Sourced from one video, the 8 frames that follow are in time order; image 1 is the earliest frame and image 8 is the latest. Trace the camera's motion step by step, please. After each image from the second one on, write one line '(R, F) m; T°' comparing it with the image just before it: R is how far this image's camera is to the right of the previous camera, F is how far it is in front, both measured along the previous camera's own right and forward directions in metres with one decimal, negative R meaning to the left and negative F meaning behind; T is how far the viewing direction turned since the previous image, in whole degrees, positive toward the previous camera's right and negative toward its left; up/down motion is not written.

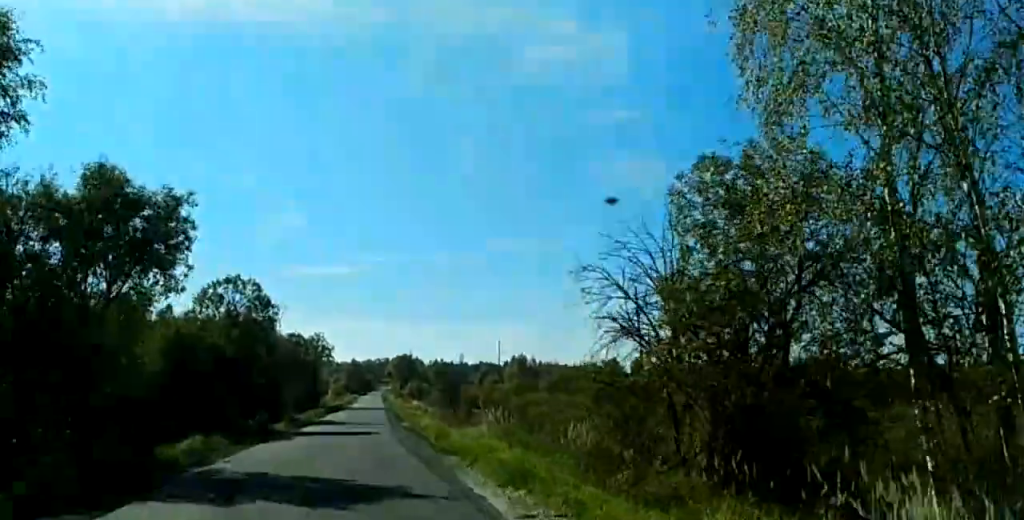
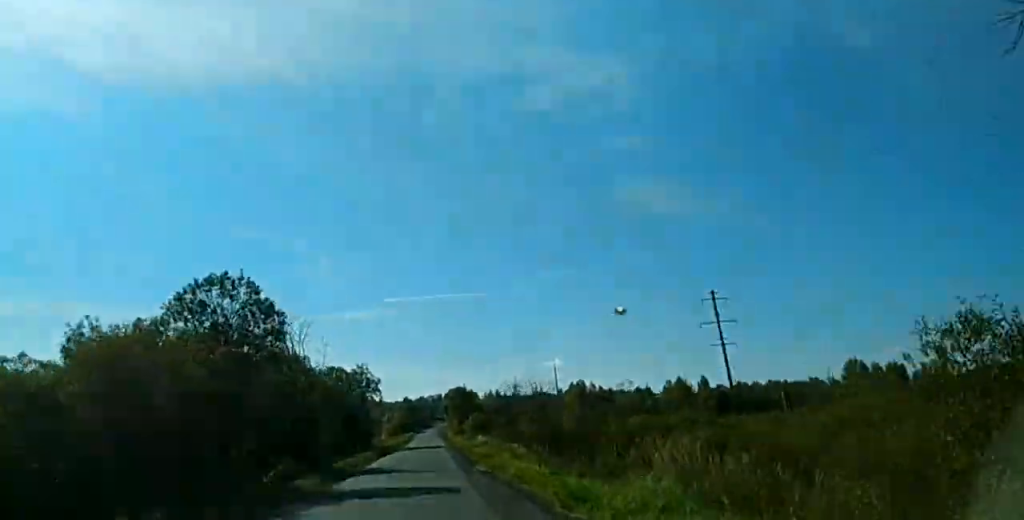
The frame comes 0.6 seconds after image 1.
(+0.1, +15.9) m; +1°
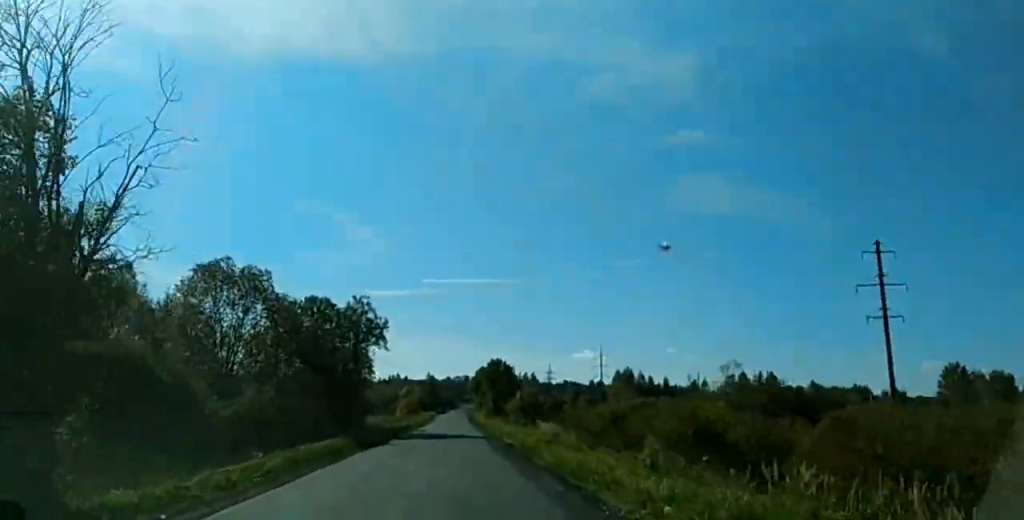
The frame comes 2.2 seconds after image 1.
(+0.7, +38.7) m; 0°
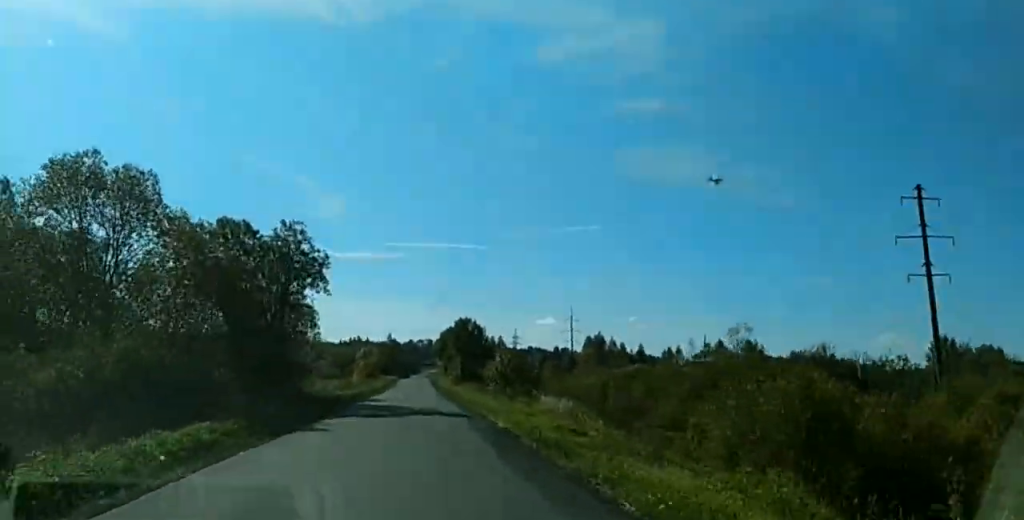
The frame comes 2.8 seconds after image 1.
(-0.3, +14.9) m; 0°
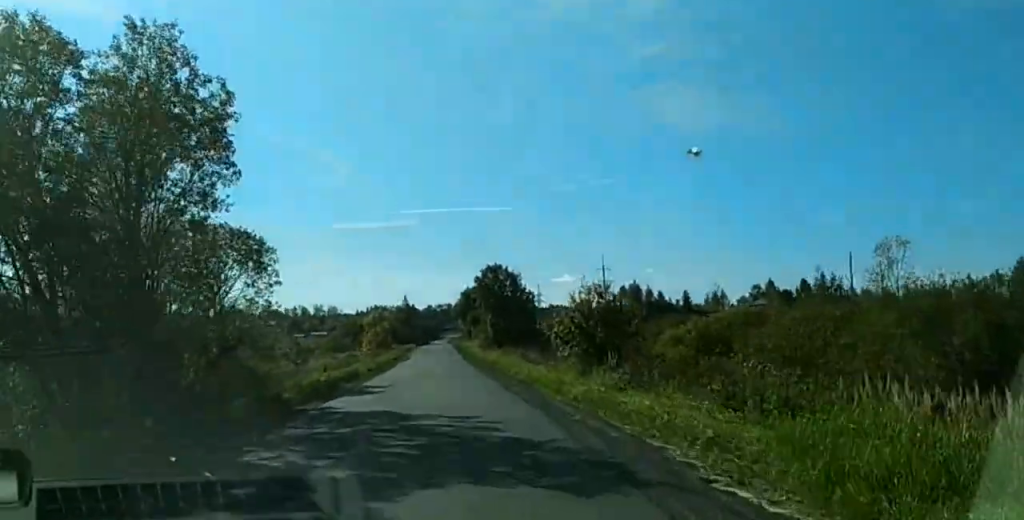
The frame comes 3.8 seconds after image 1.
(-0.1, +25.9) m; +1°
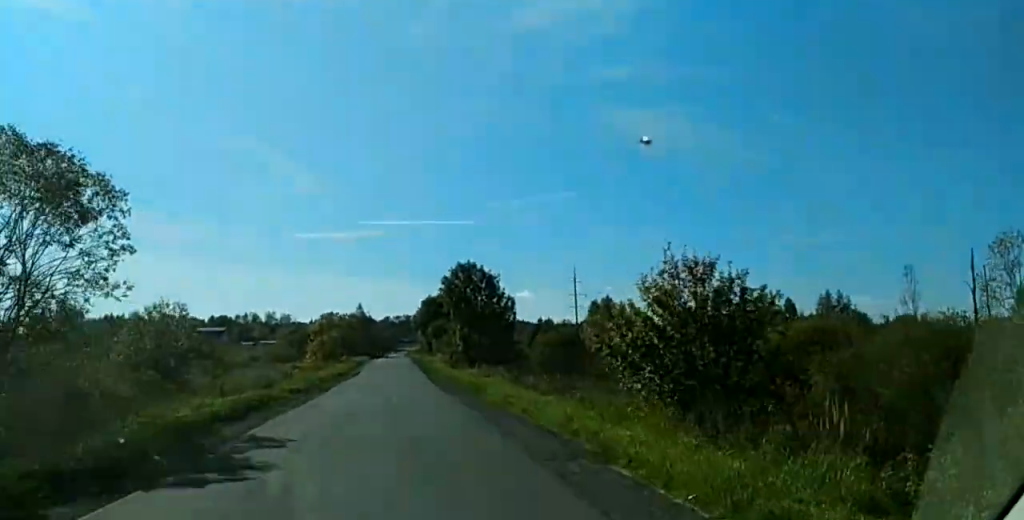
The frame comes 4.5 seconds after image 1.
(+0.1, +16.9) m; +1°
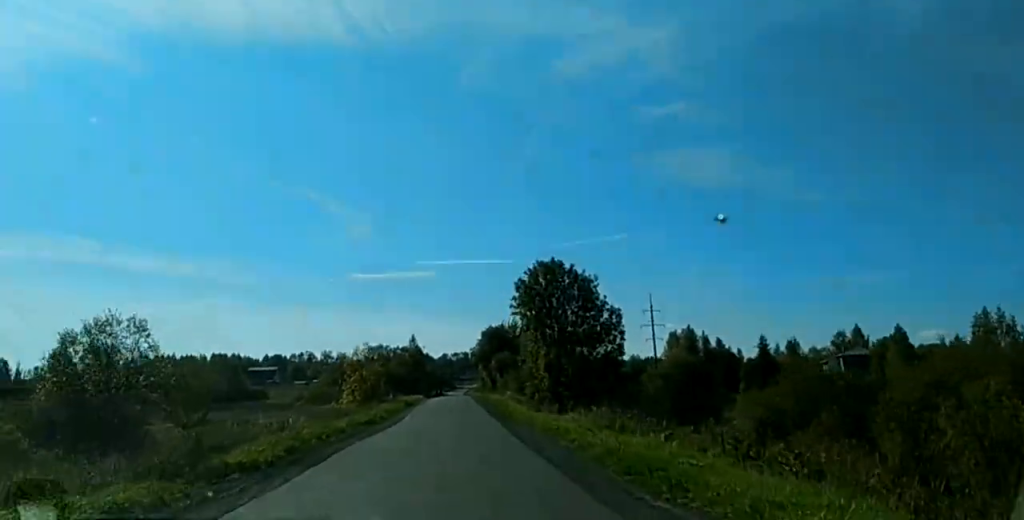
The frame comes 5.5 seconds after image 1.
(+0.3, +23.7) m; +1°
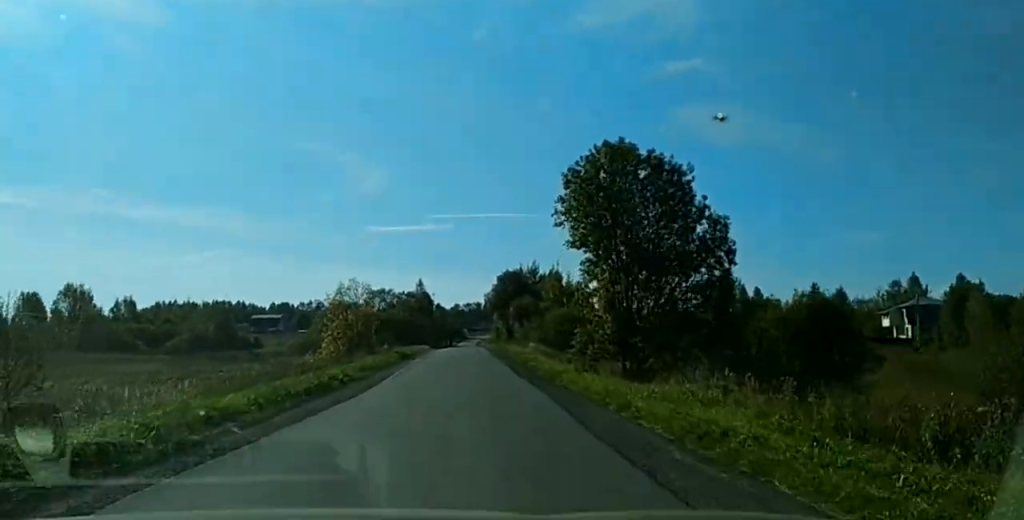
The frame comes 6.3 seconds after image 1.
(+0.1, +19.5) m; 0°
